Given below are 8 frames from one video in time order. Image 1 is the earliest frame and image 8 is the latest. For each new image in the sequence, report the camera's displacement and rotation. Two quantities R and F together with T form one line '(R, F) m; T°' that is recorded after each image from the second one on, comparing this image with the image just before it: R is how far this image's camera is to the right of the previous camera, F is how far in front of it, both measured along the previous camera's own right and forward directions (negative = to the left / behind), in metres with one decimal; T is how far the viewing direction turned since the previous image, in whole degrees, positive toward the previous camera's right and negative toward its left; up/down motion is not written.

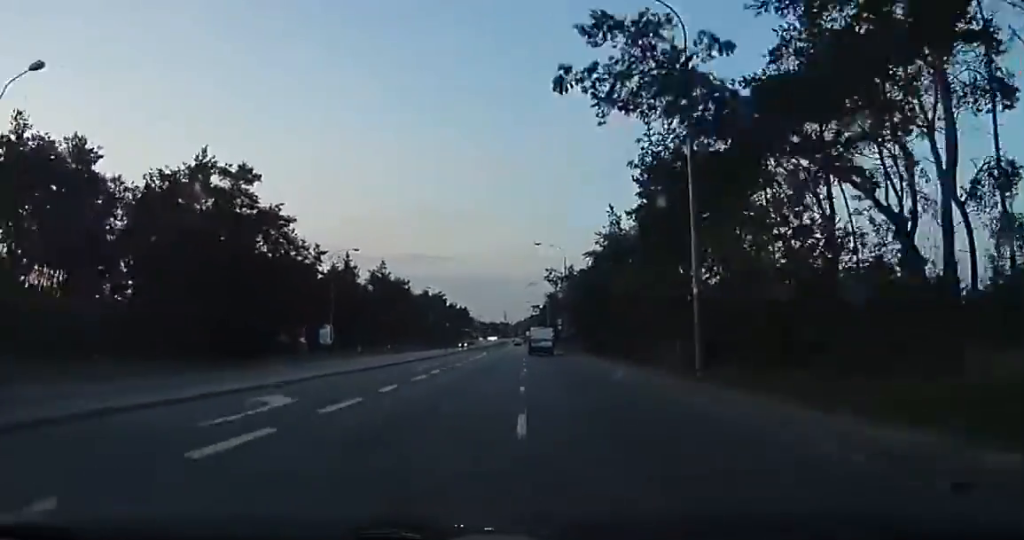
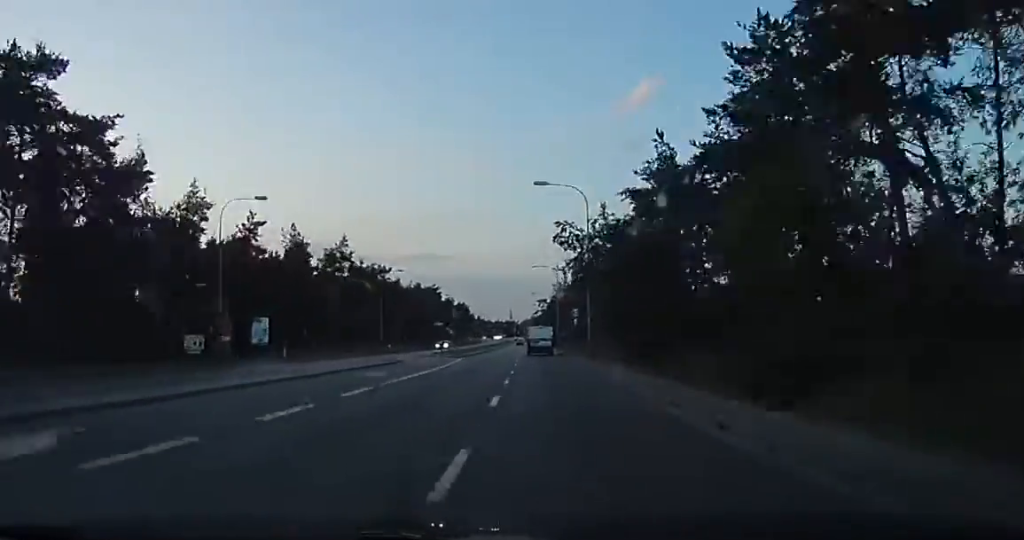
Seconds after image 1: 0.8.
(+0.1, +21.4) m; 0°
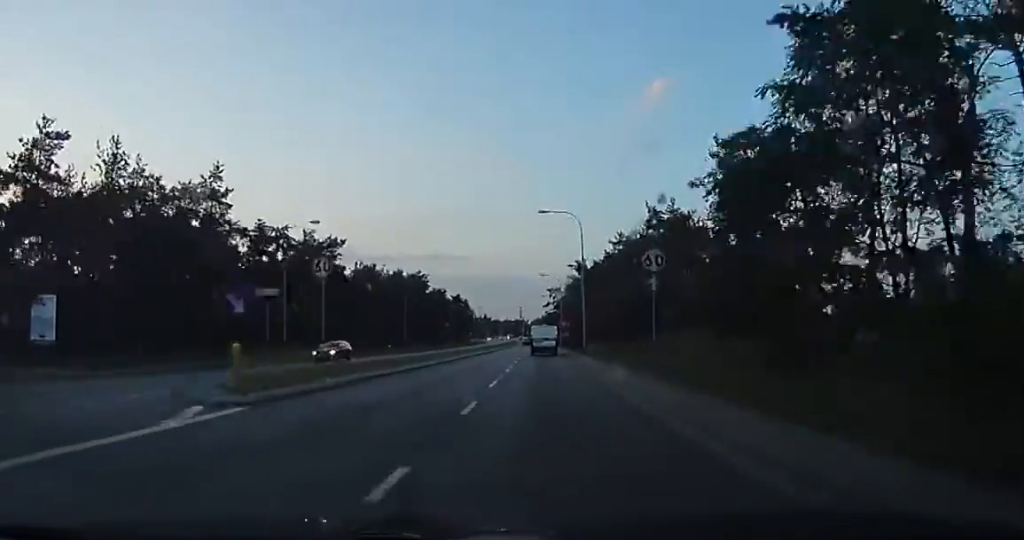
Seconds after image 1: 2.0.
(-0.3, +31.7) m; -1°
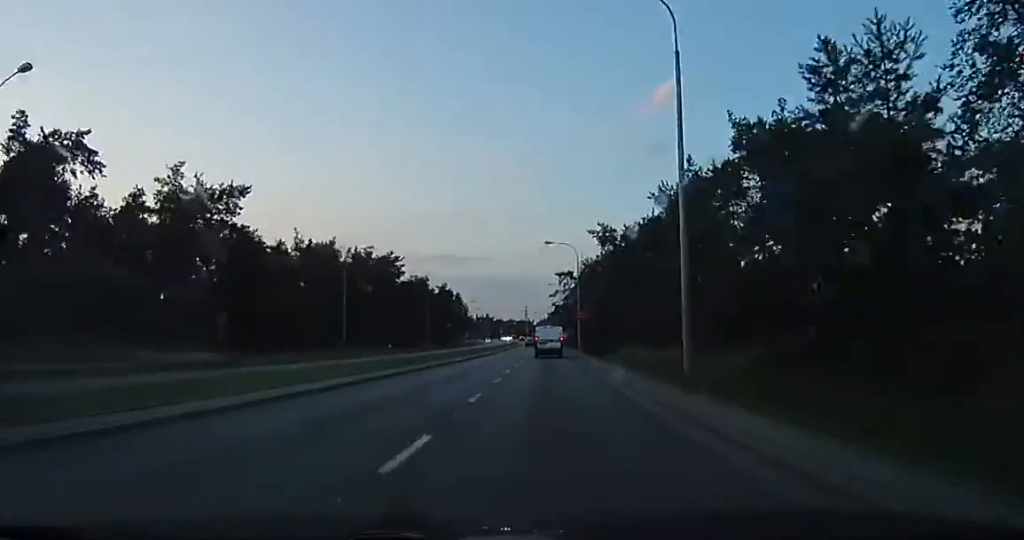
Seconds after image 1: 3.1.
(-0.2, +28.6) m; +1°
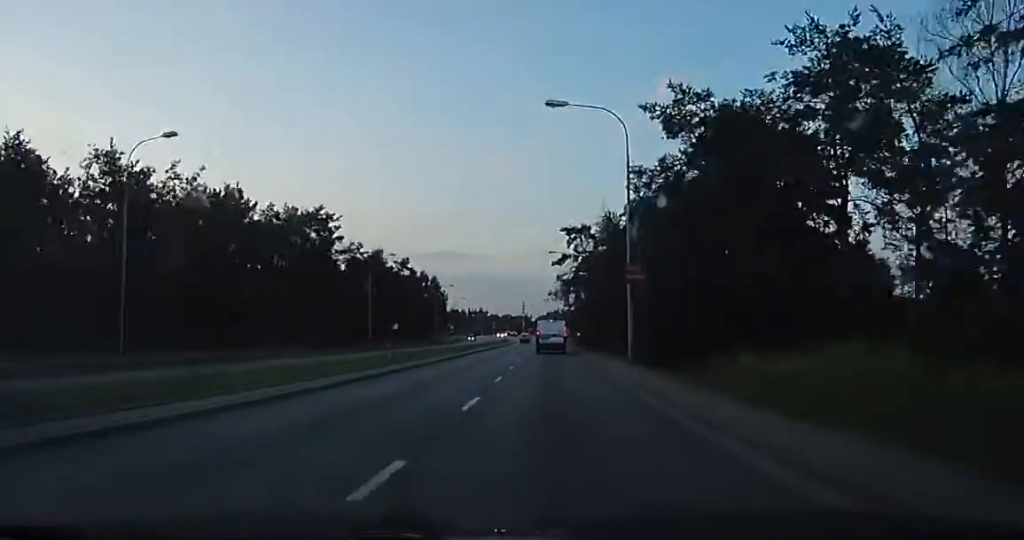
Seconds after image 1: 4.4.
(+0.4, +32.7) m; -2°
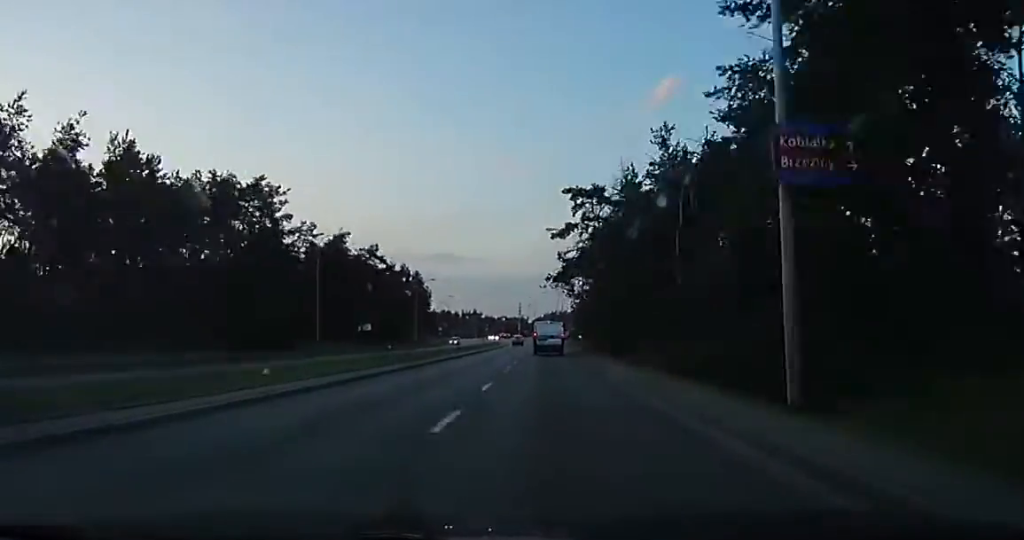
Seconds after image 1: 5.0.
(-0.8, +14.7) m; -1°
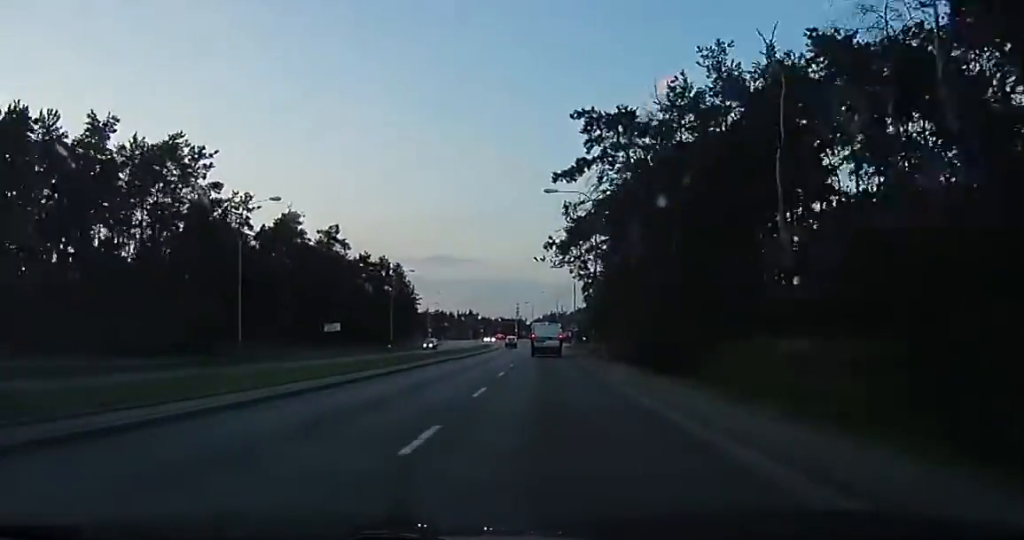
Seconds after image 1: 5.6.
(-0.2, +13.7) m; 0°
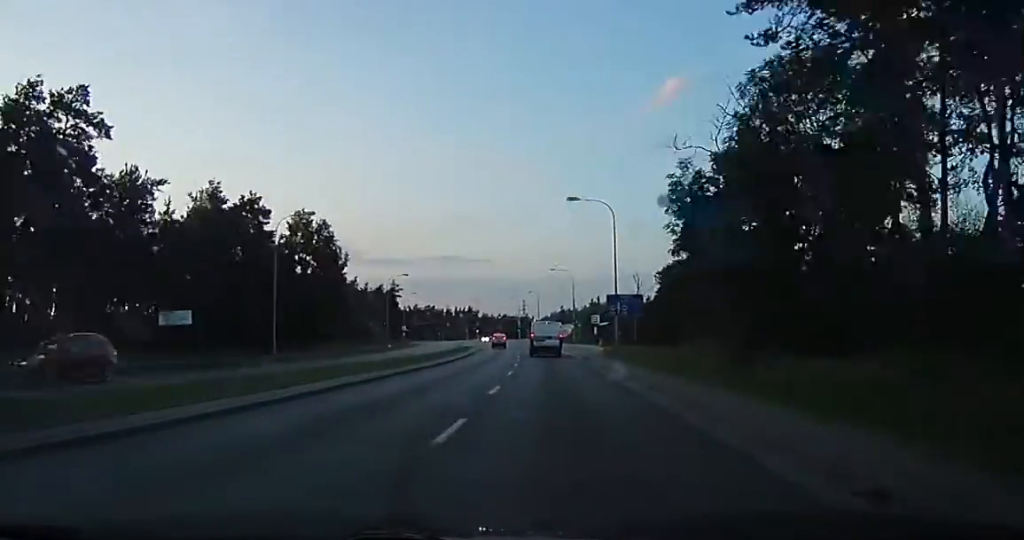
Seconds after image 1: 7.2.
(+0.6, +38.0) m; +1°
